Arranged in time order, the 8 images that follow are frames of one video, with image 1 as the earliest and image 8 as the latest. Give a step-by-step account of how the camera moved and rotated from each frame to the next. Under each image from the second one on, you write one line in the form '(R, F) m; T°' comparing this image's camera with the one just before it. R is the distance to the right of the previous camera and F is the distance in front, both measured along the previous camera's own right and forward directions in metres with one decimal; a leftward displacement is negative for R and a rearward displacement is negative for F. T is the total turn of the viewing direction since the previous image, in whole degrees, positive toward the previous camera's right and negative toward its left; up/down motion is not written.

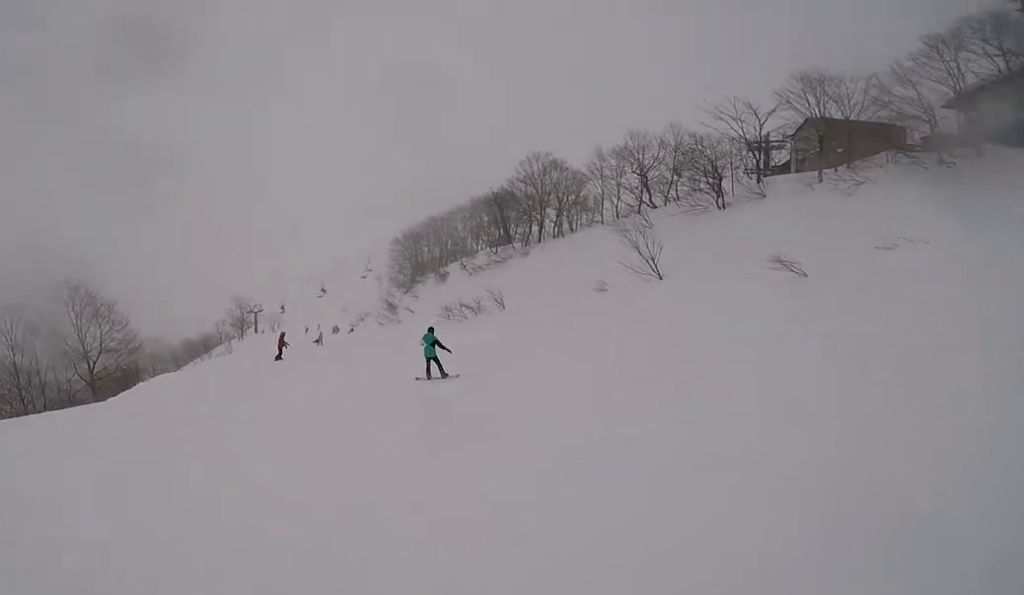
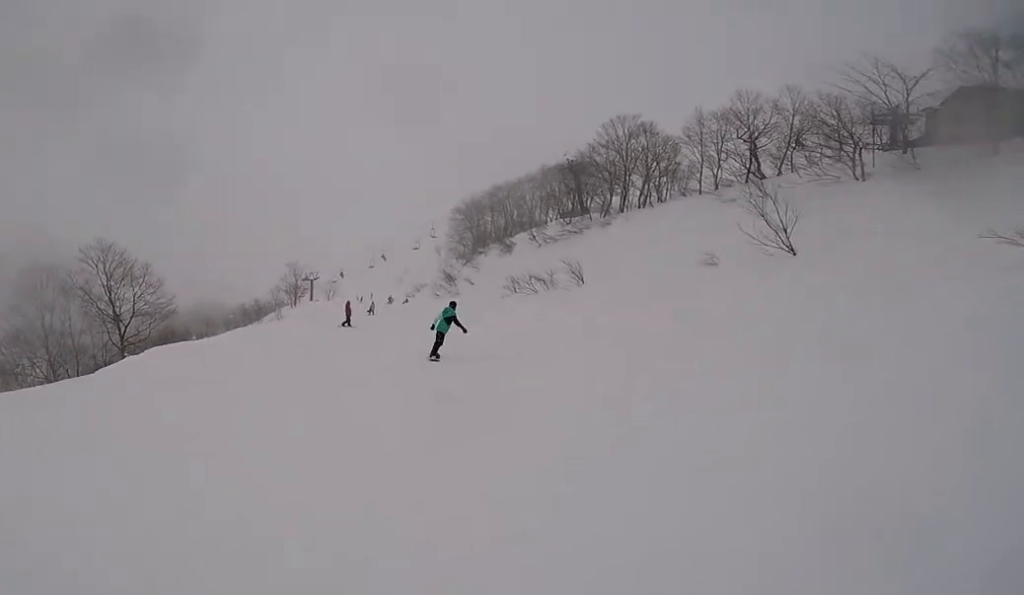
(0.0, +3.5) m; 0°
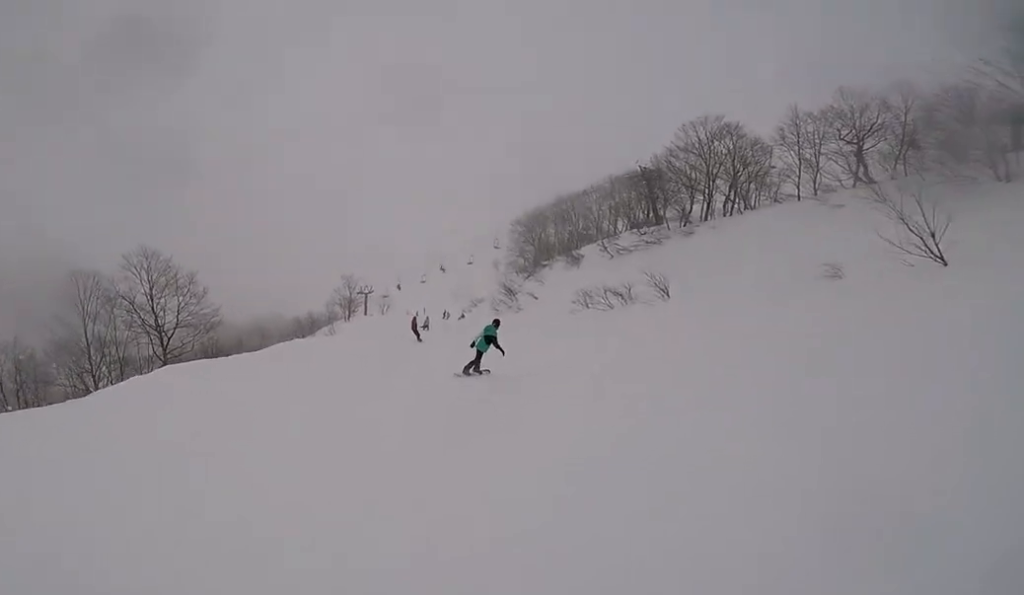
(0.0, +2.5) m; 0°
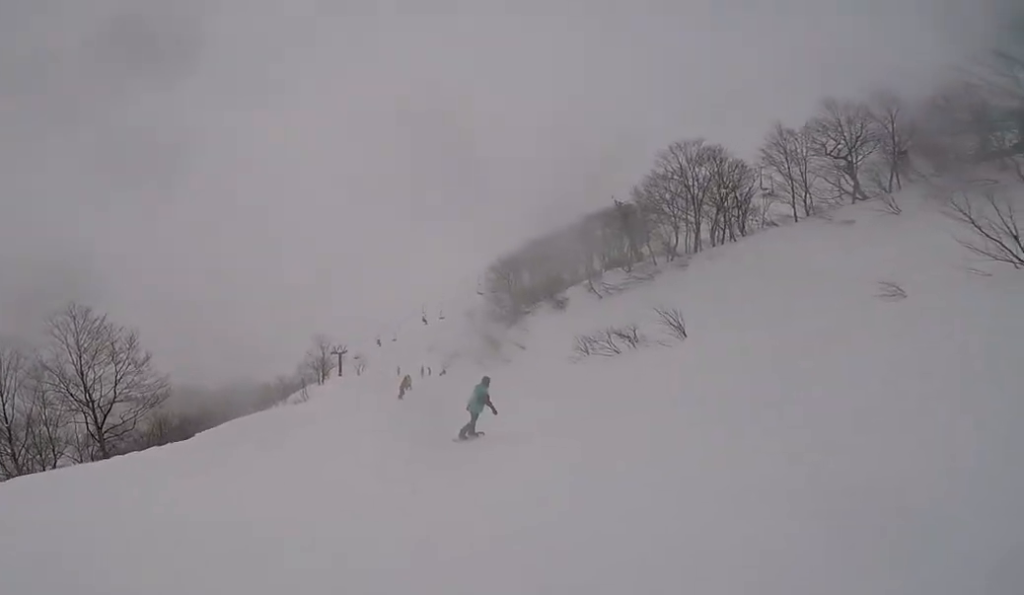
(0.0, +4.1) m; 0°
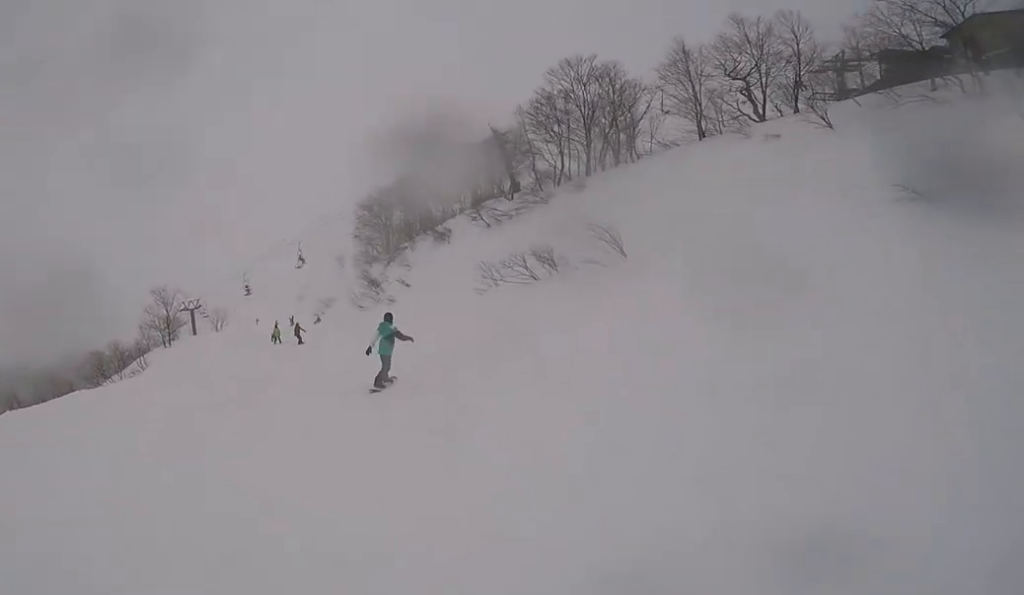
(0.0, +7.1) m; 0°
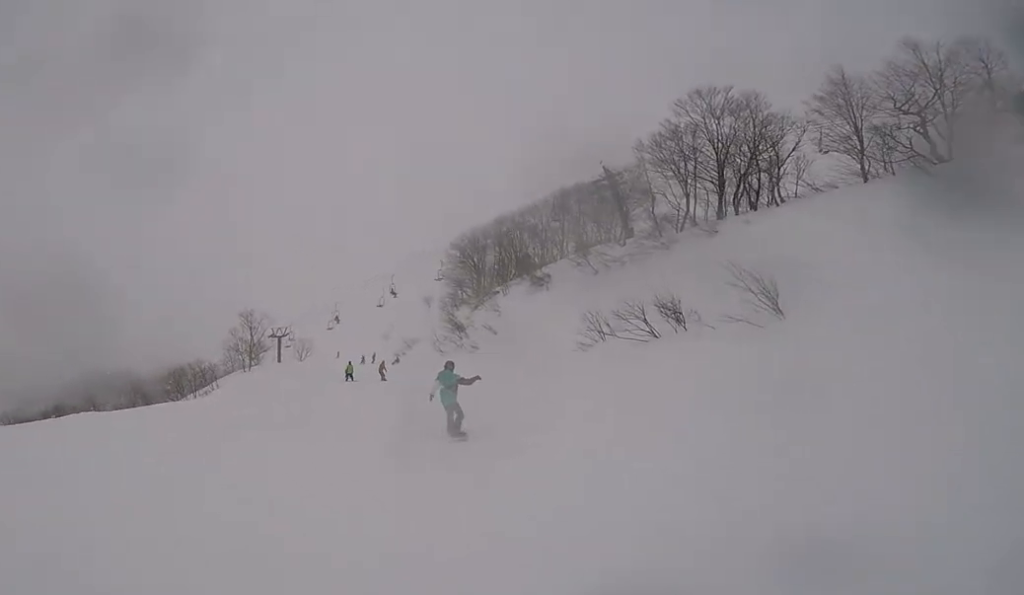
(0.0, +3.3) m; 0°
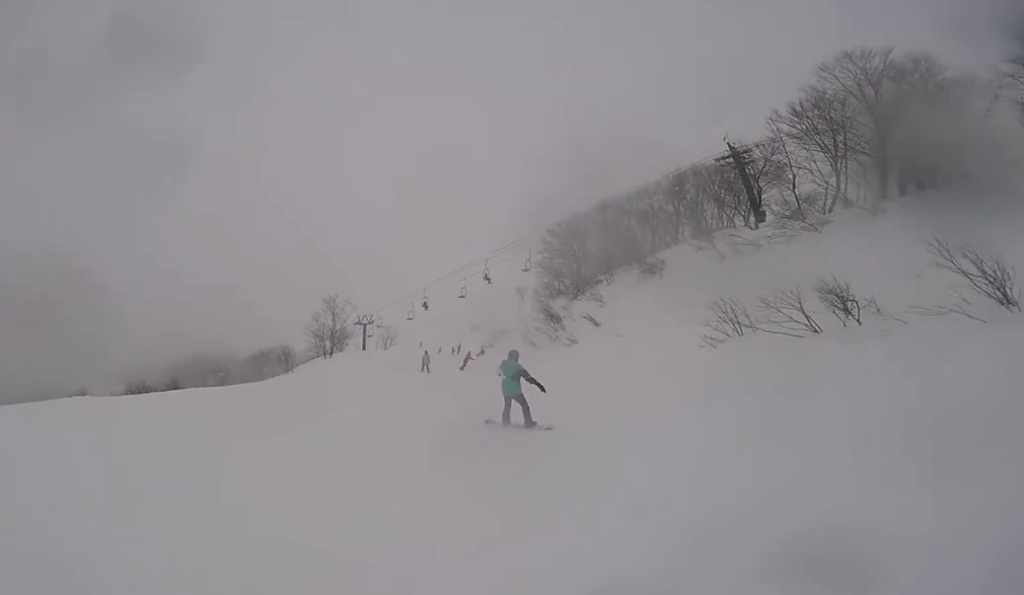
(0.0, +3.0) m; -1°
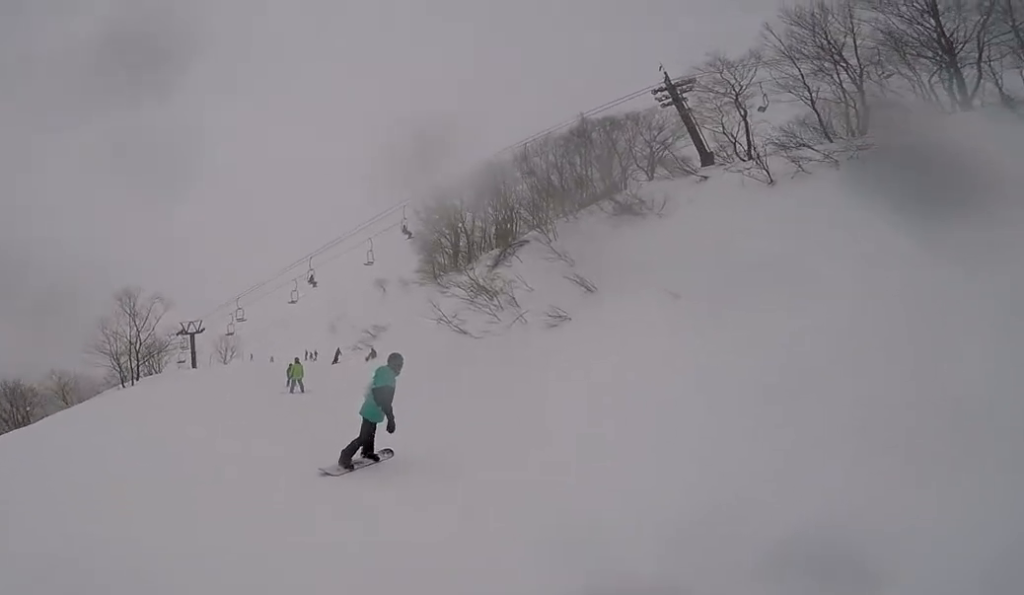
(-2.5, +15.0) m; -12°
